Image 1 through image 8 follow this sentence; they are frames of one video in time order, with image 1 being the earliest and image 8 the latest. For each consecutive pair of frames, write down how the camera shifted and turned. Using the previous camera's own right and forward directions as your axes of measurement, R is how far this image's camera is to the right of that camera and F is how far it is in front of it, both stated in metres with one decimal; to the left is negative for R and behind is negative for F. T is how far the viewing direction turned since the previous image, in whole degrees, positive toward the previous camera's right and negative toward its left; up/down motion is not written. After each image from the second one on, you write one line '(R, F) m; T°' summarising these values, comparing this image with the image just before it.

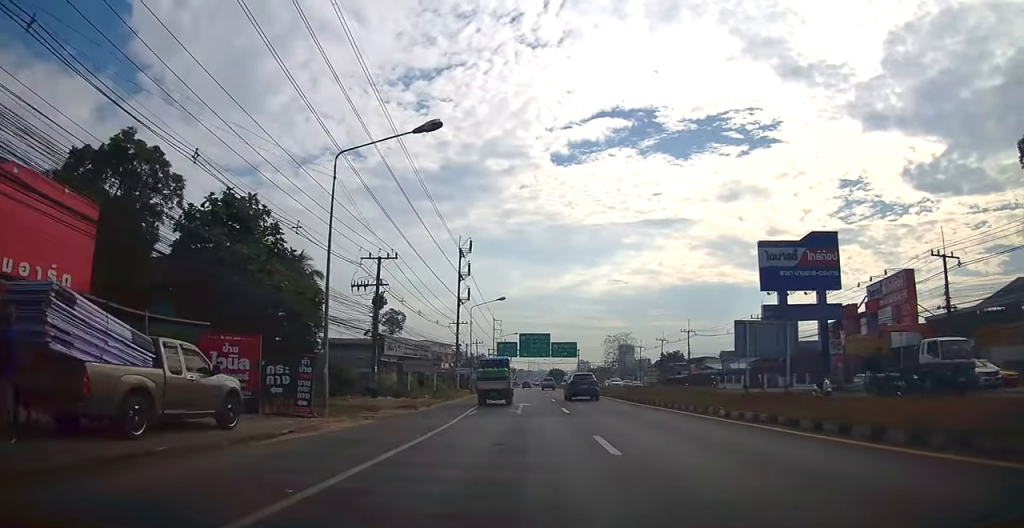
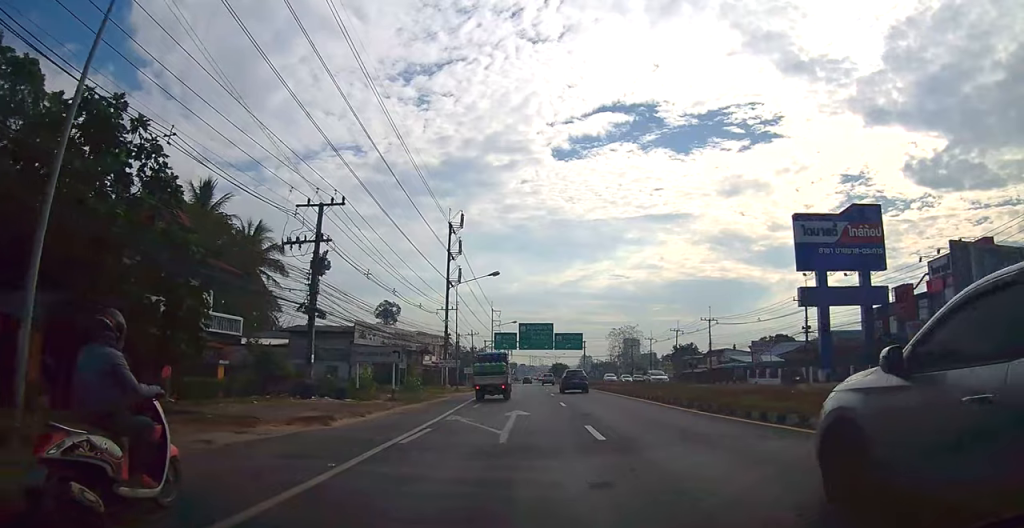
(-0.1, +11.3) m; 0°
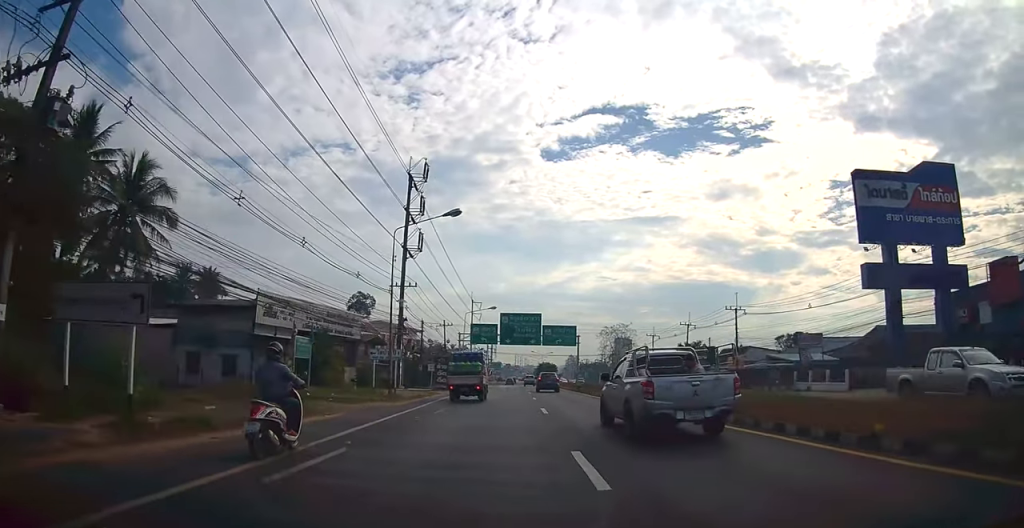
(+0.2, +17.1) m; +2°
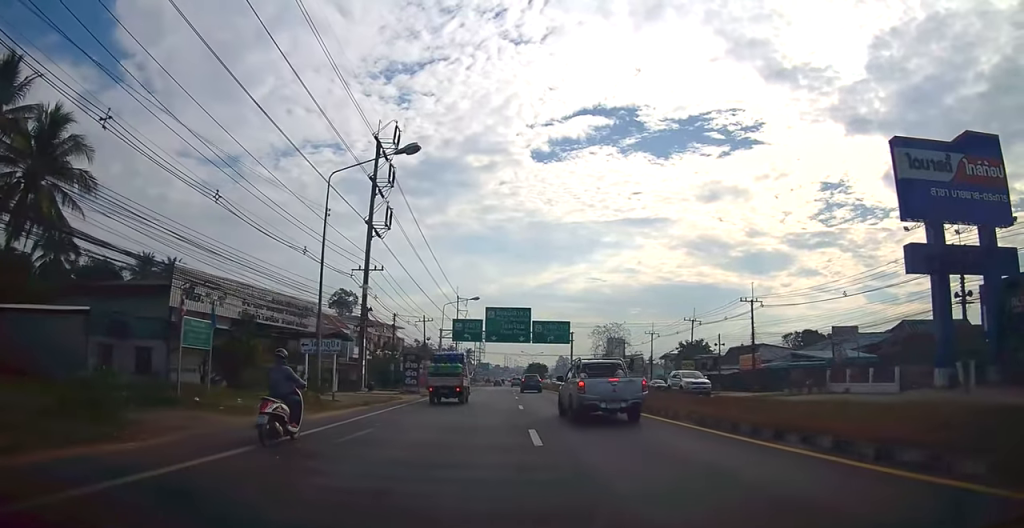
(+0.2, +8.2) m; 0°
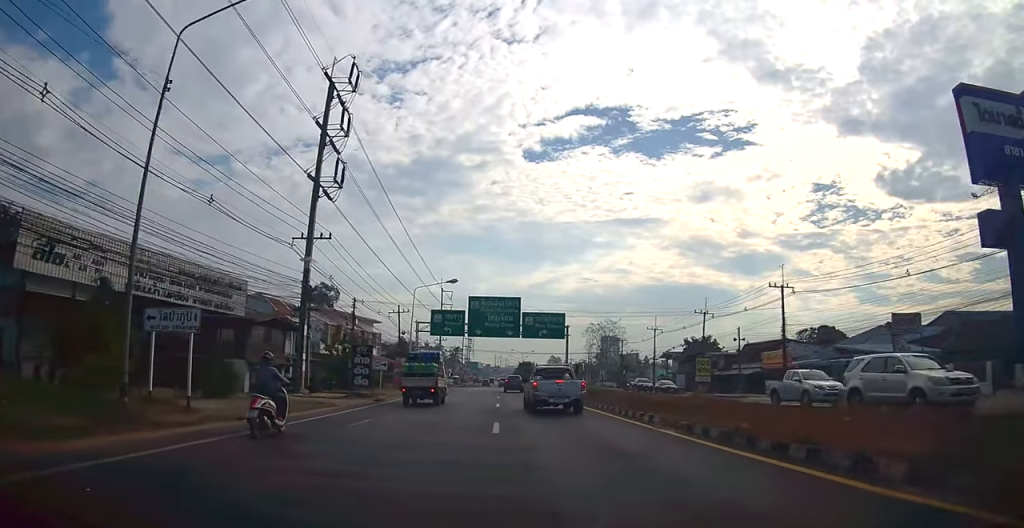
(-0.1, +9.5) m; 0°
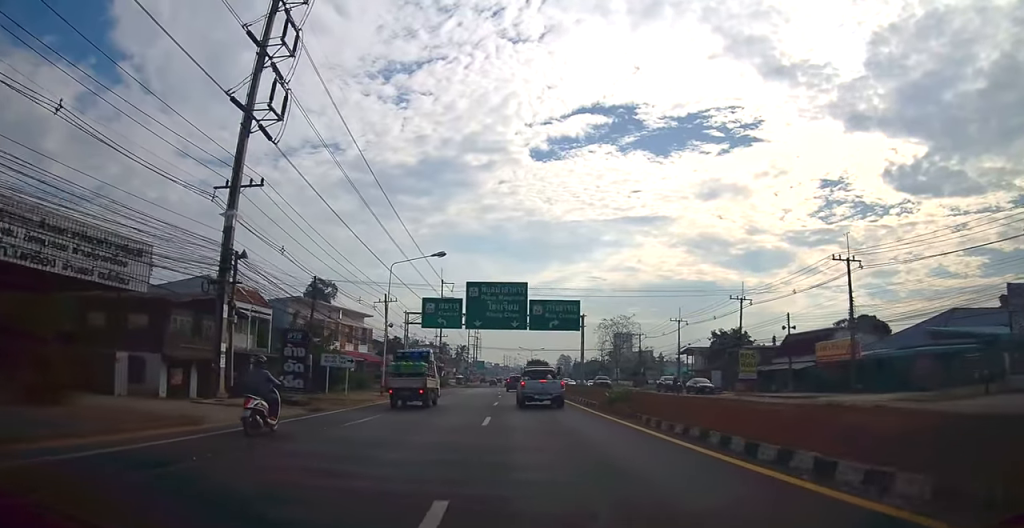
(0.0, +9.8) m; 0°
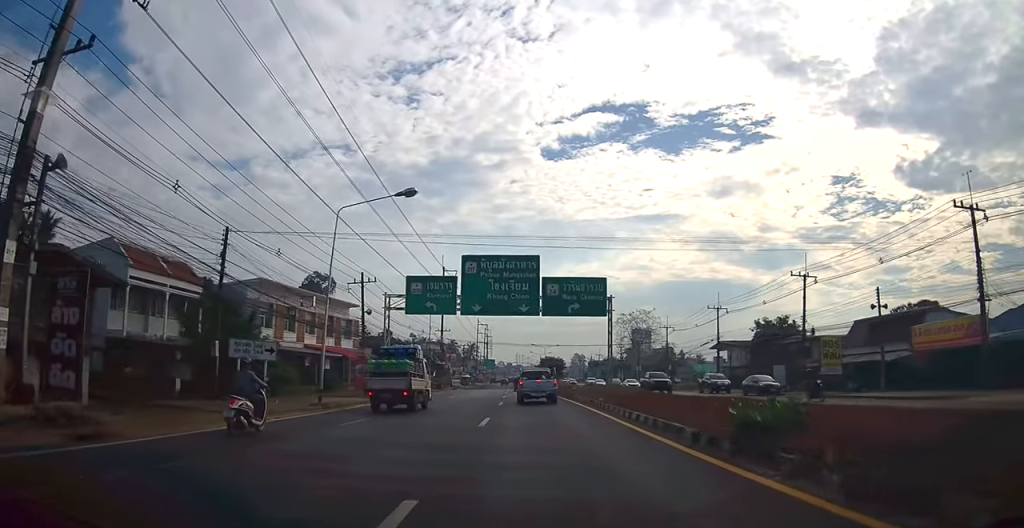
(+0.1, +12.0) m; 0°
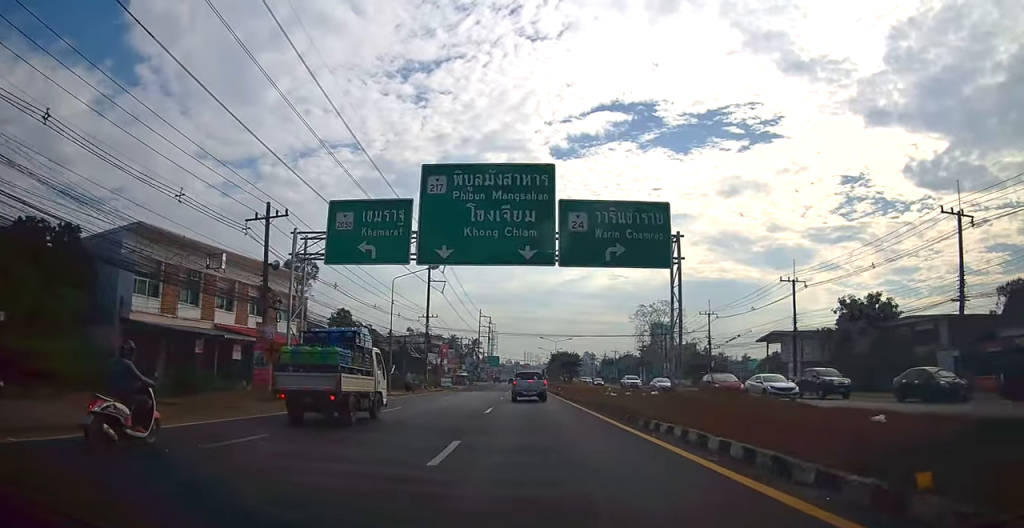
(-0.2, +18.9) m; -2°
